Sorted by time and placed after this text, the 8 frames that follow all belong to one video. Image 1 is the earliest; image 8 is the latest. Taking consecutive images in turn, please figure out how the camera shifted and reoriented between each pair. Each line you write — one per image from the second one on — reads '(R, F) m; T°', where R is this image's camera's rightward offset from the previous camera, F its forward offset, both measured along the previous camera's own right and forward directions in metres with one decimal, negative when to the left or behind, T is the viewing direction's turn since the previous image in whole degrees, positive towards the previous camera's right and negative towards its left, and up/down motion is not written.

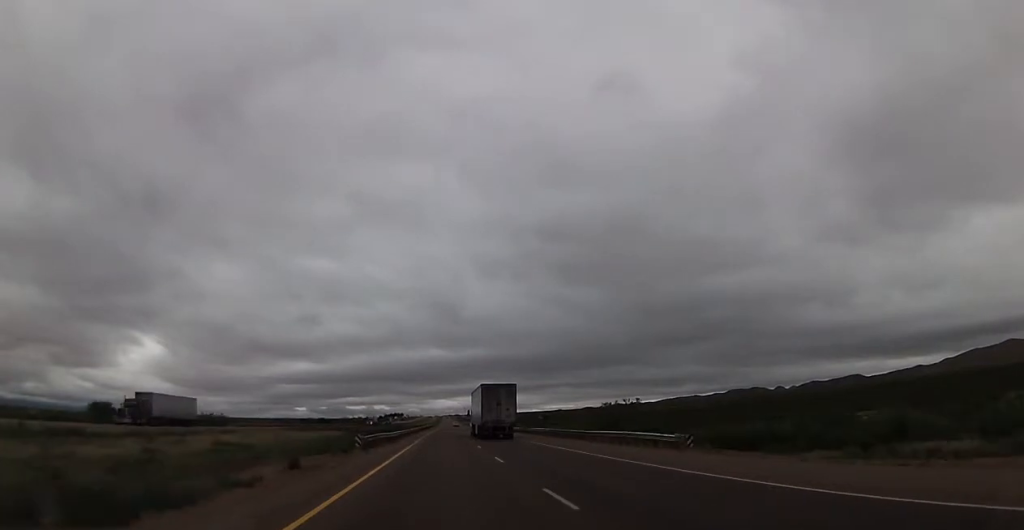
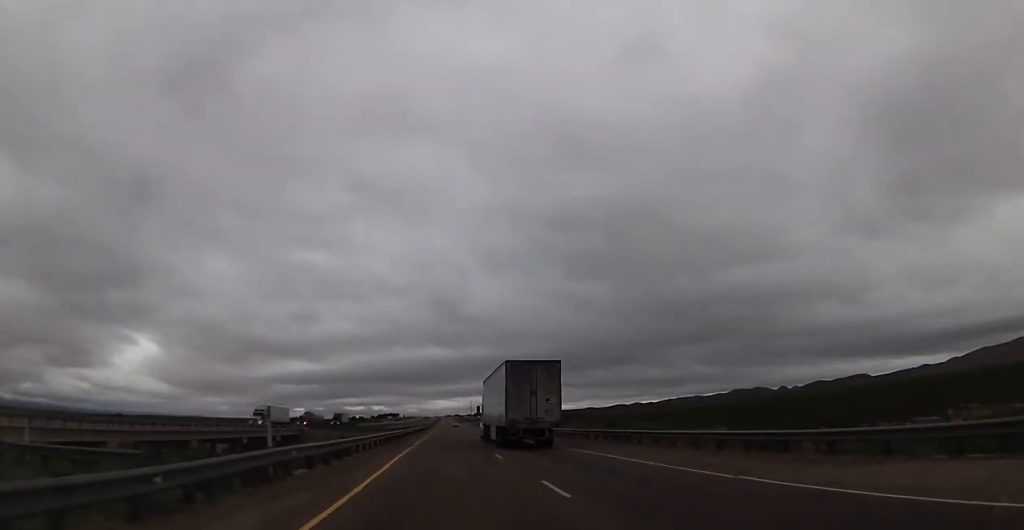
(-1.1, +96.2) m; -1°
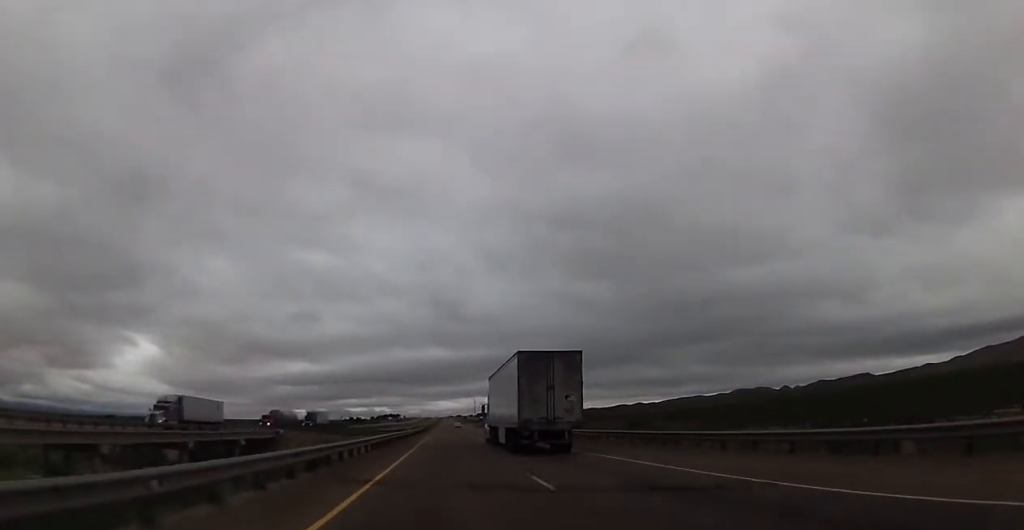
(0.0, +23.1) m; 0°
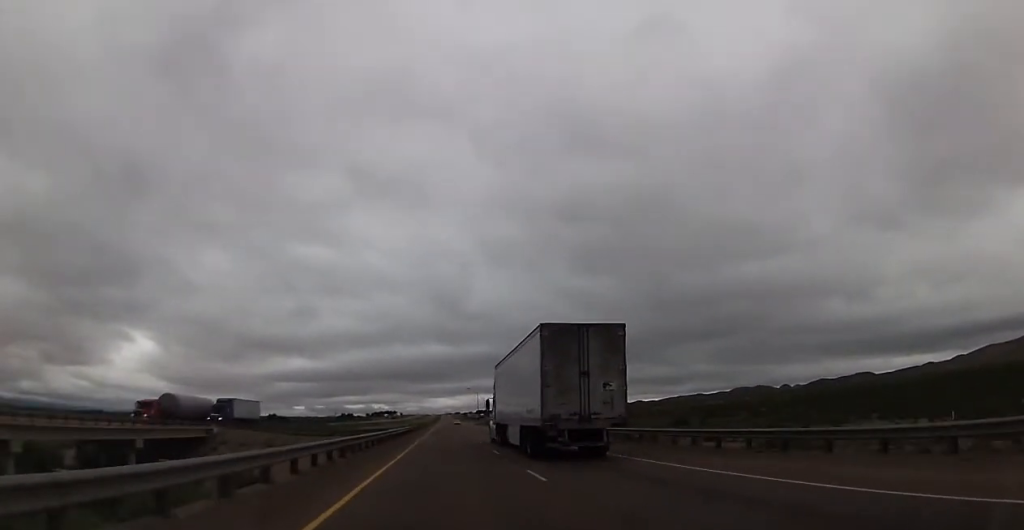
(0.0, +35.1) m; 0°
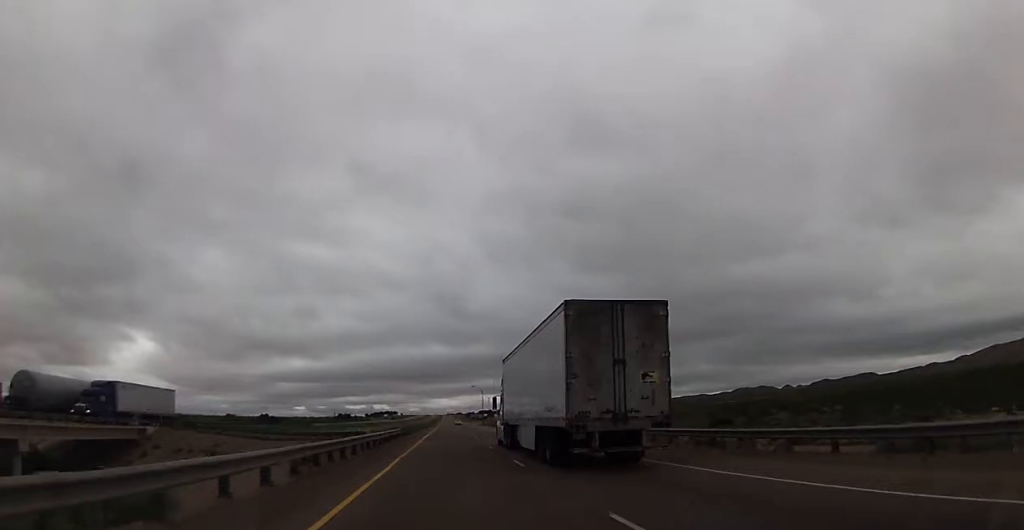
(0.0, +20.5) m; 0°
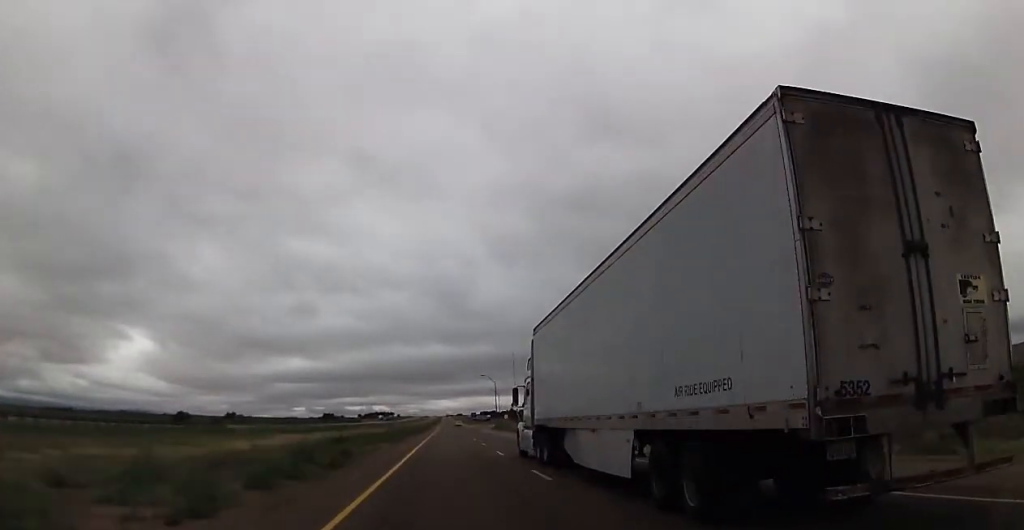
(+0.7, +56.7) m; 0°
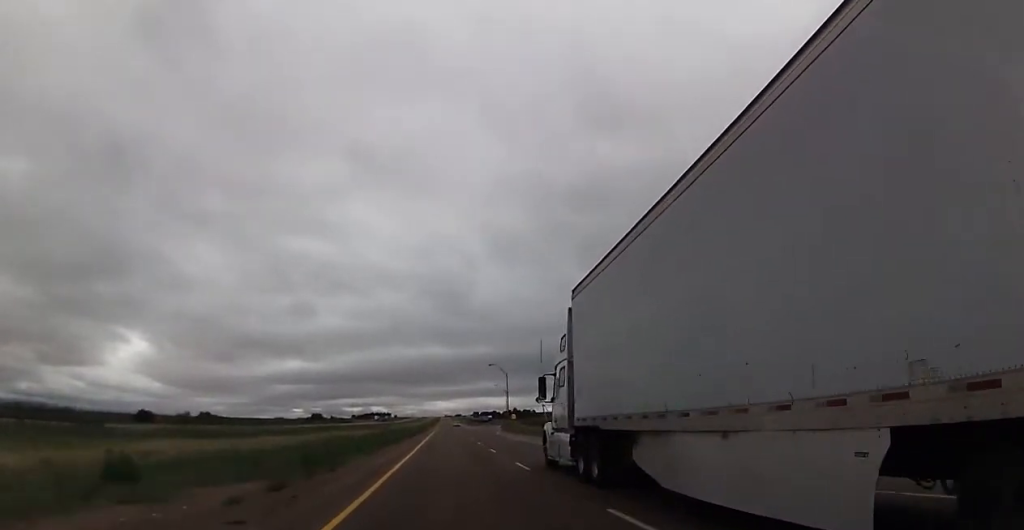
(-0.5, +32.6) m; -1°
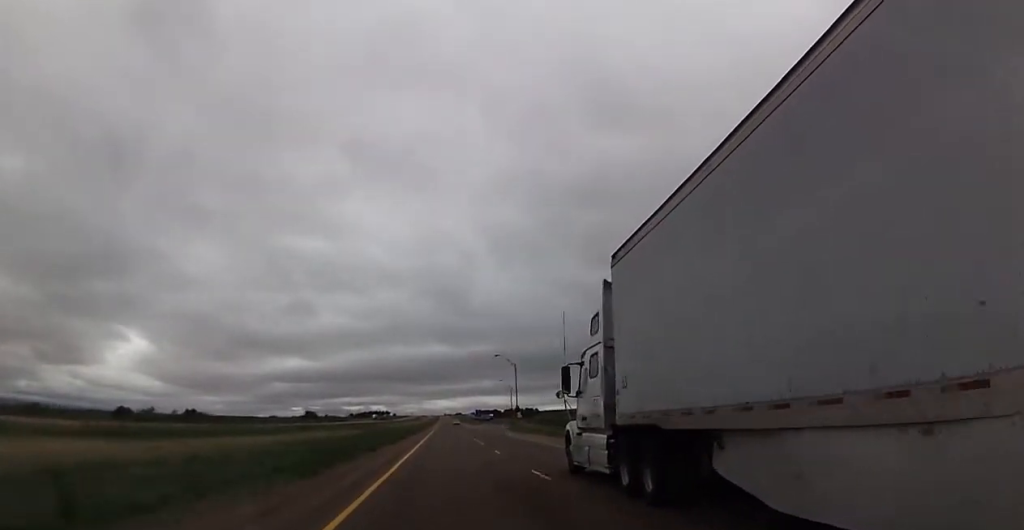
(0.0, +15.7) m; 0°
